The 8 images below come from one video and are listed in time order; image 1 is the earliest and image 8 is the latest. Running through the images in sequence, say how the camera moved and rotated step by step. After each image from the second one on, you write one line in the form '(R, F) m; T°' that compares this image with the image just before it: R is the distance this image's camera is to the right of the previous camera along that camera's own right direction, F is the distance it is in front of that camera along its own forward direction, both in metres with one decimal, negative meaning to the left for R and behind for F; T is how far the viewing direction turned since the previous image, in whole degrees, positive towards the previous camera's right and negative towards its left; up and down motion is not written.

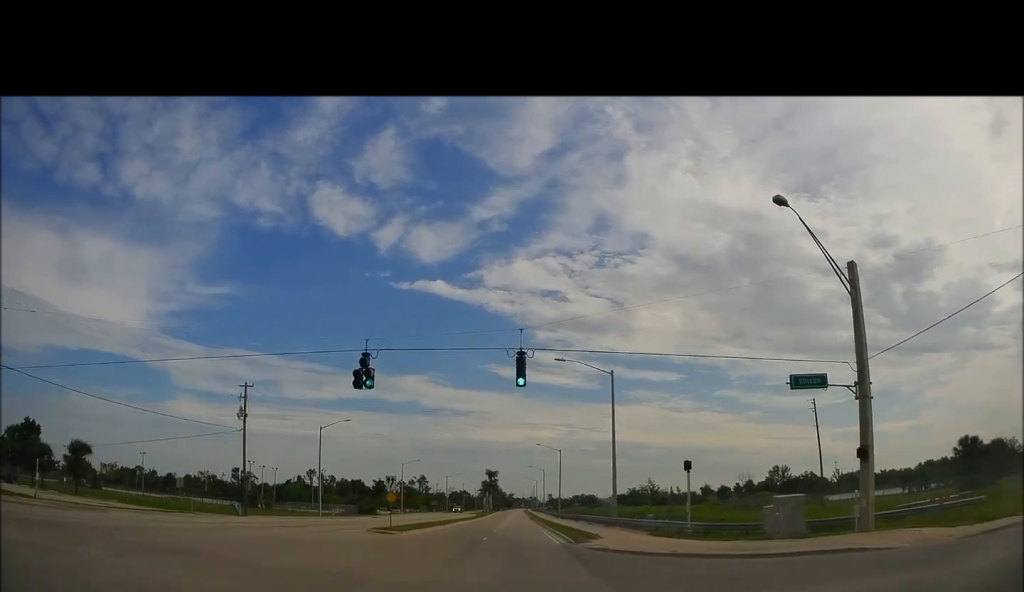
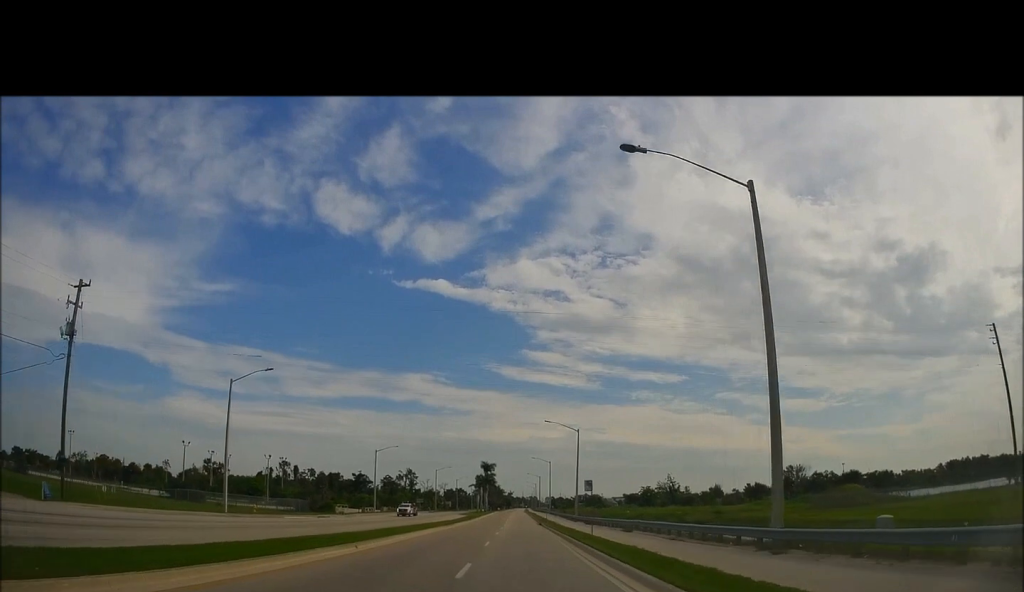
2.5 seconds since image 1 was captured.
(-1.5, +21.6) m; -4°
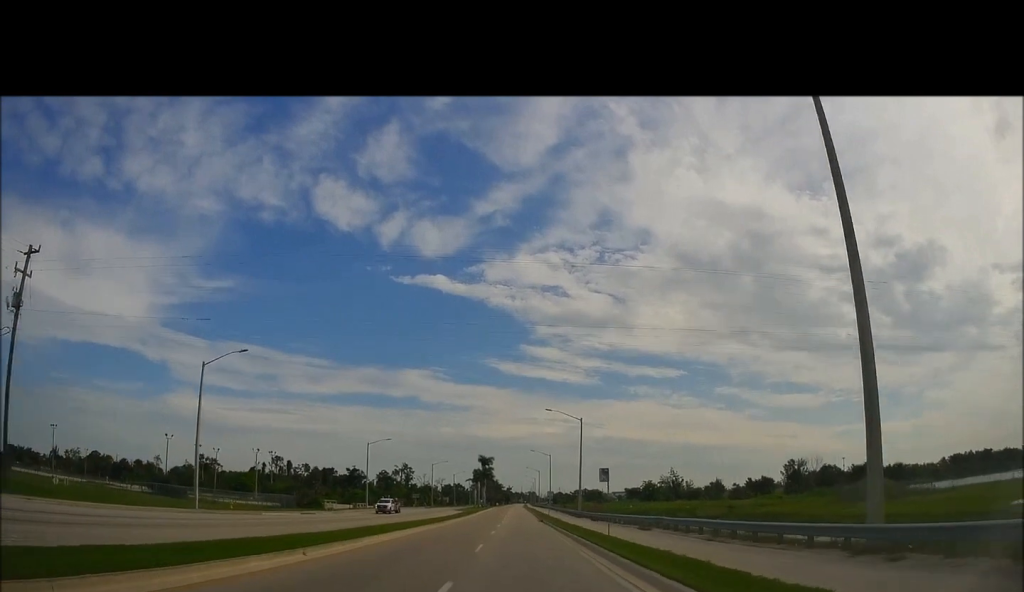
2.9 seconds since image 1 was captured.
(0.0, +4.5) m; 0°
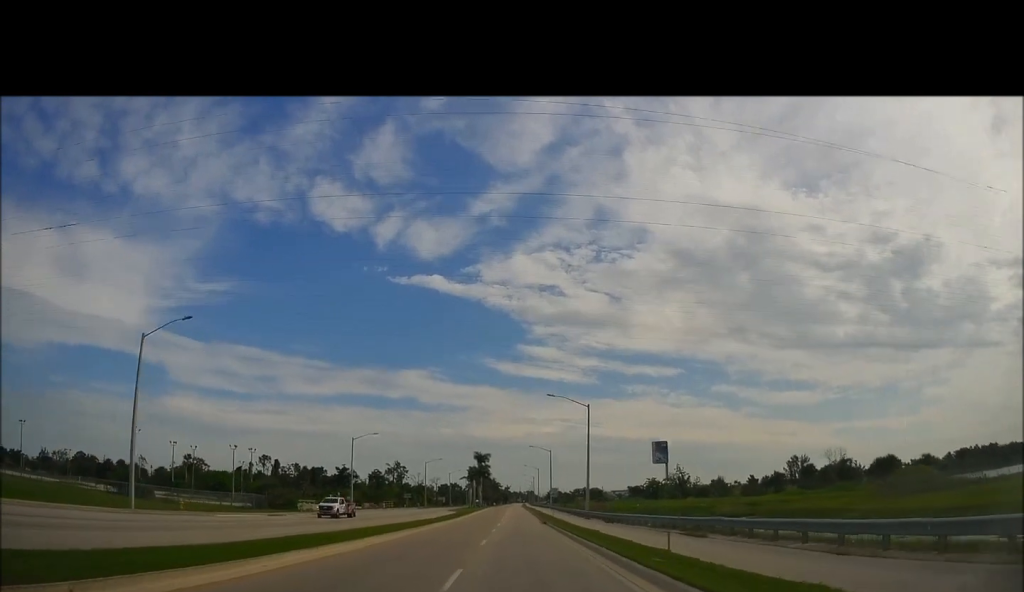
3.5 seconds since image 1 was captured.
(0.0, +8.0) m; -1°
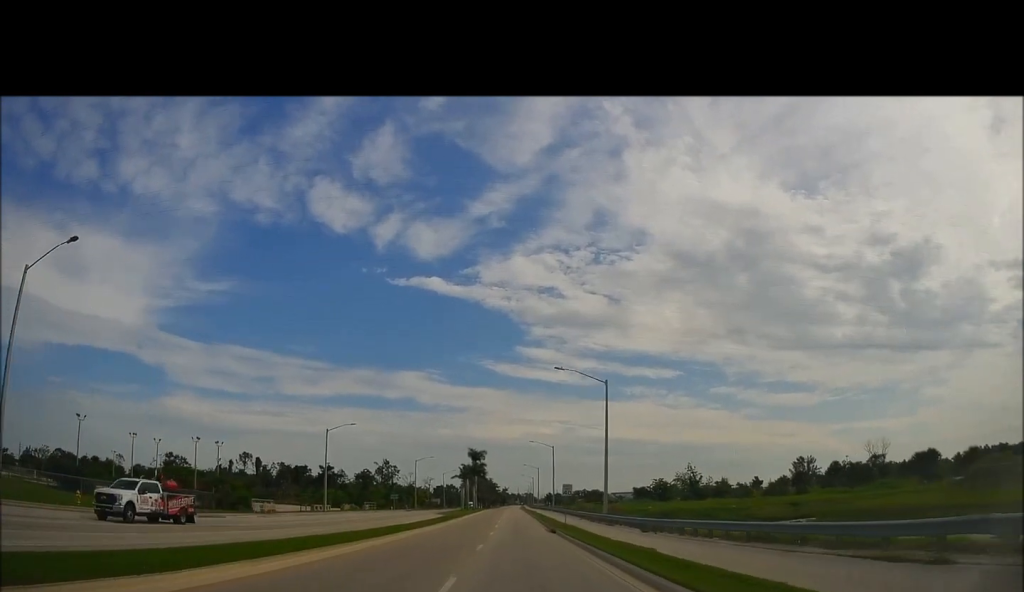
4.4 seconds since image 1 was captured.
(-0.1, +11.7) m; -1°
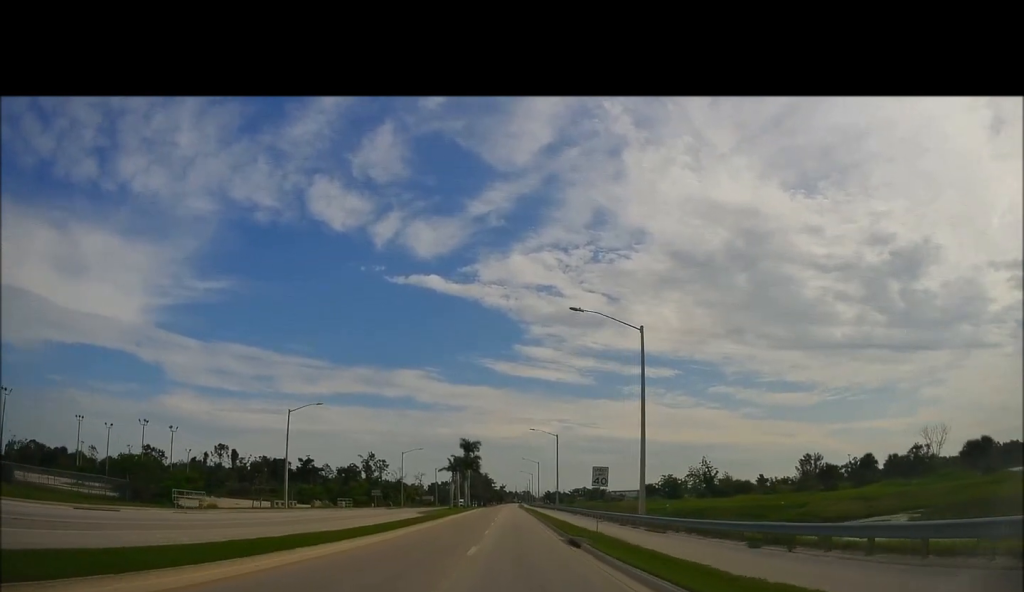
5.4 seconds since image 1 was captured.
(-0.2, +13.3) m; +1°
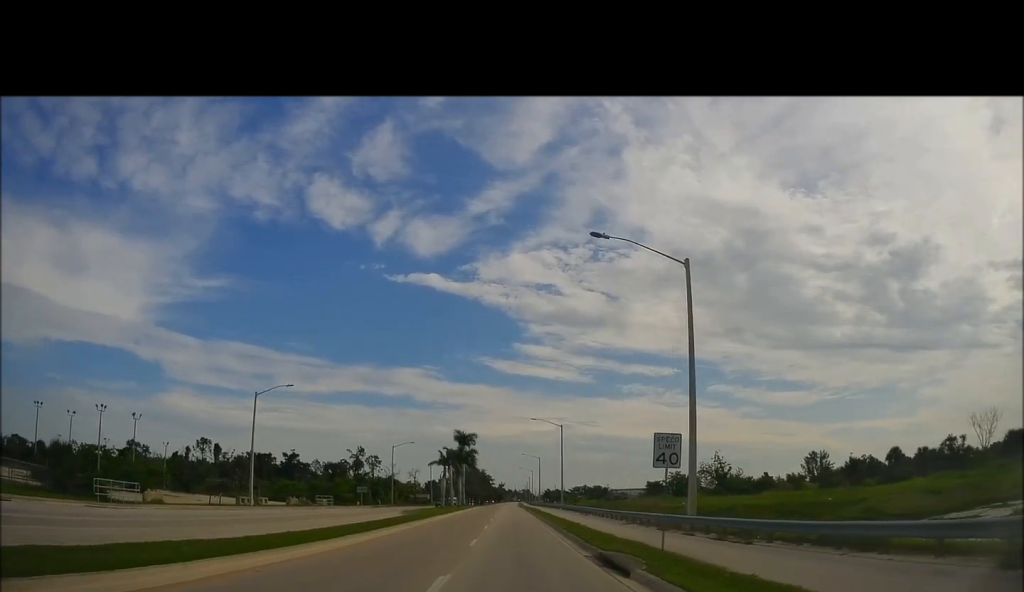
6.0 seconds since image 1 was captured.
(+0.2, +9.1) m; +1°
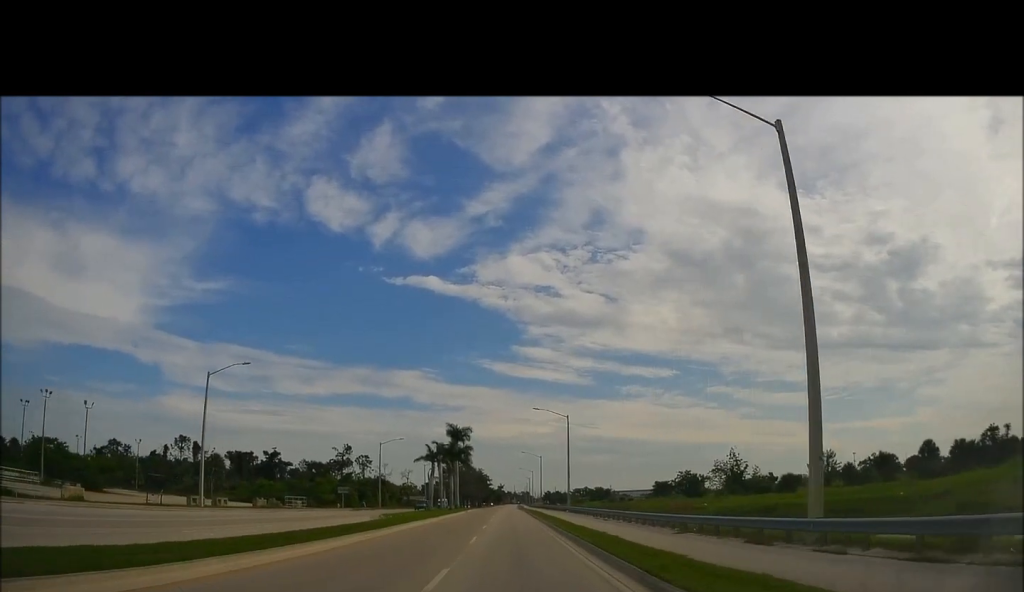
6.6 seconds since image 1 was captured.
(+0.1, +10.2) m; 0°
